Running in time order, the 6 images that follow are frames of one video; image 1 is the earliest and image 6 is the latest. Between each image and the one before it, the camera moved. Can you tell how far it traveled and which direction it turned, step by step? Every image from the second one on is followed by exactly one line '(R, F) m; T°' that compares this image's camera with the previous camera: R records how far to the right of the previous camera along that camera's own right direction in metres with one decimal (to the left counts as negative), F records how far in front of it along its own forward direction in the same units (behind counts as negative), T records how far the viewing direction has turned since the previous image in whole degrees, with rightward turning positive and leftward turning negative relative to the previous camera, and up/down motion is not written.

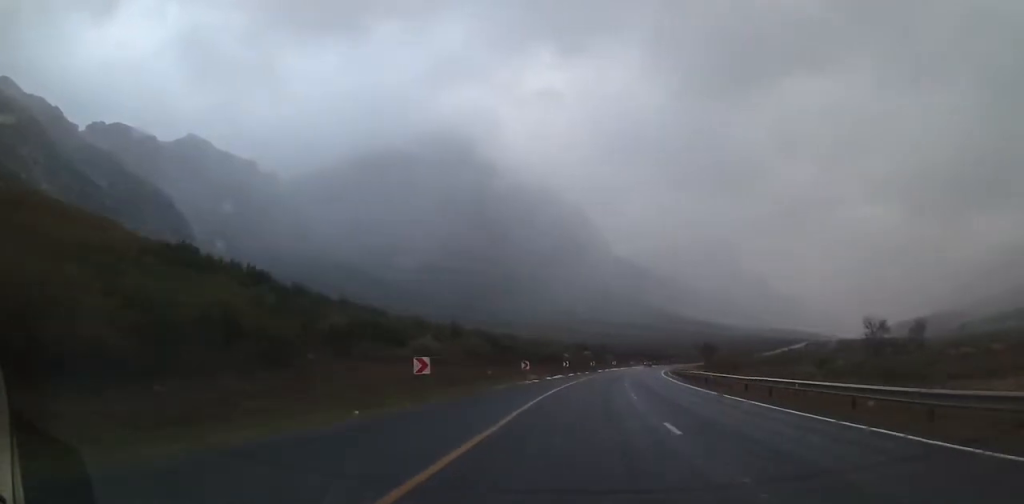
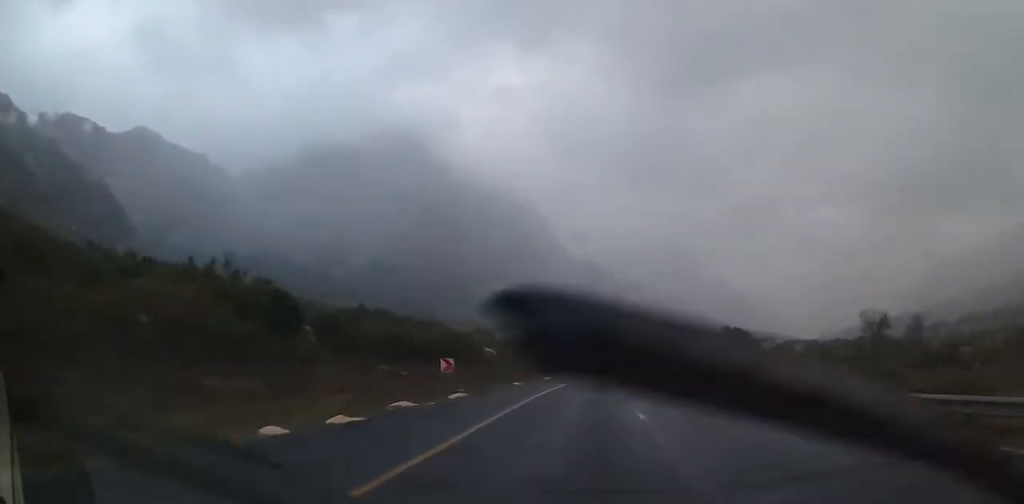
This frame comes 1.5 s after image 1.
(0.0, +44.4) m; 0°
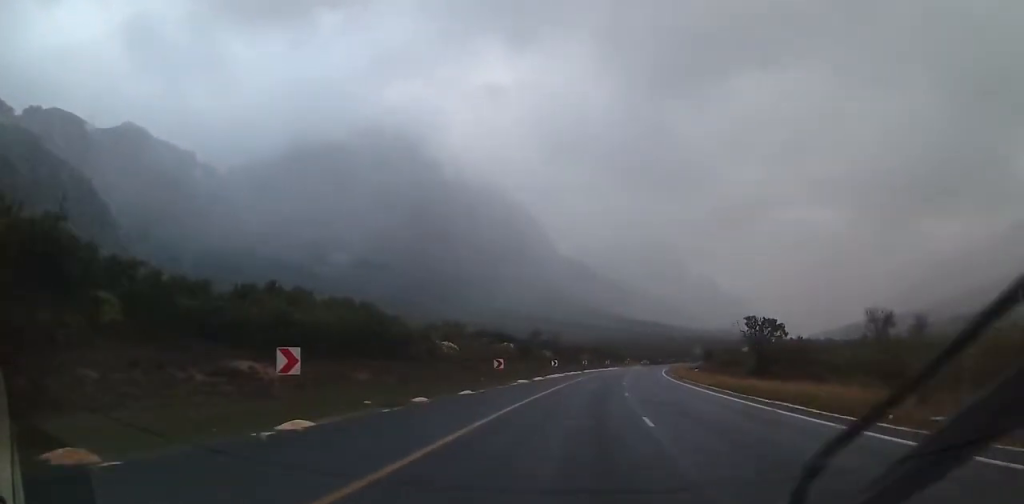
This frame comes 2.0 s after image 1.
(0.0, +13.8) m; 0°
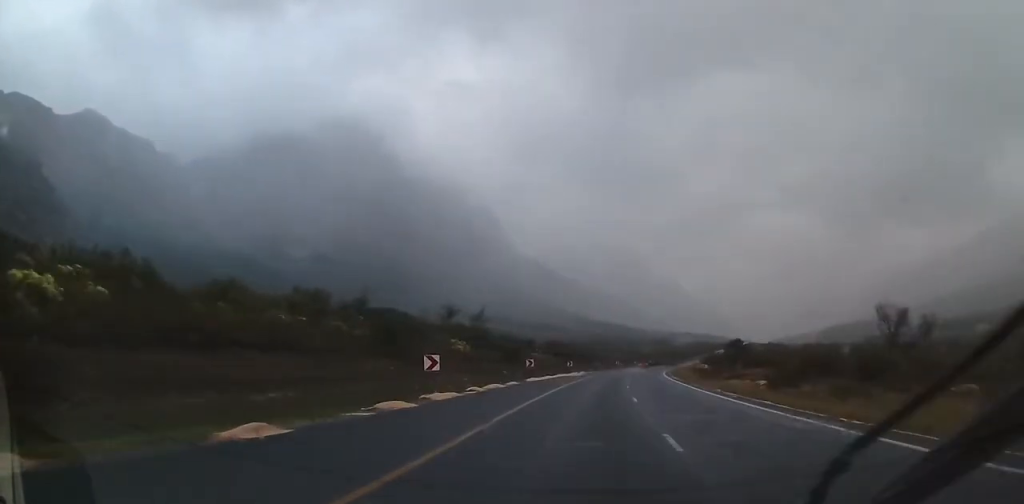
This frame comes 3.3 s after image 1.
(+0.1, +39.4) m; +4°
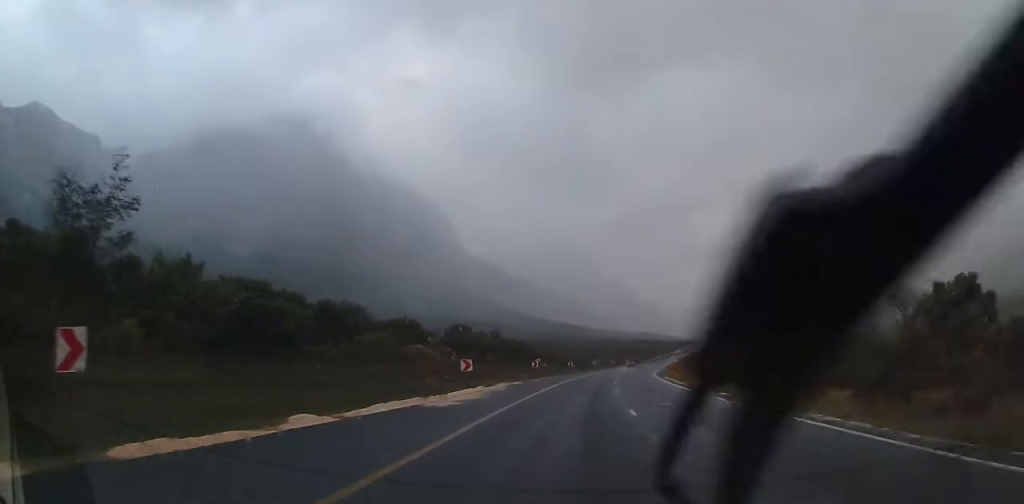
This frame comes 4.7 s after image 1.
(+5.0, +39.6) m; +16°
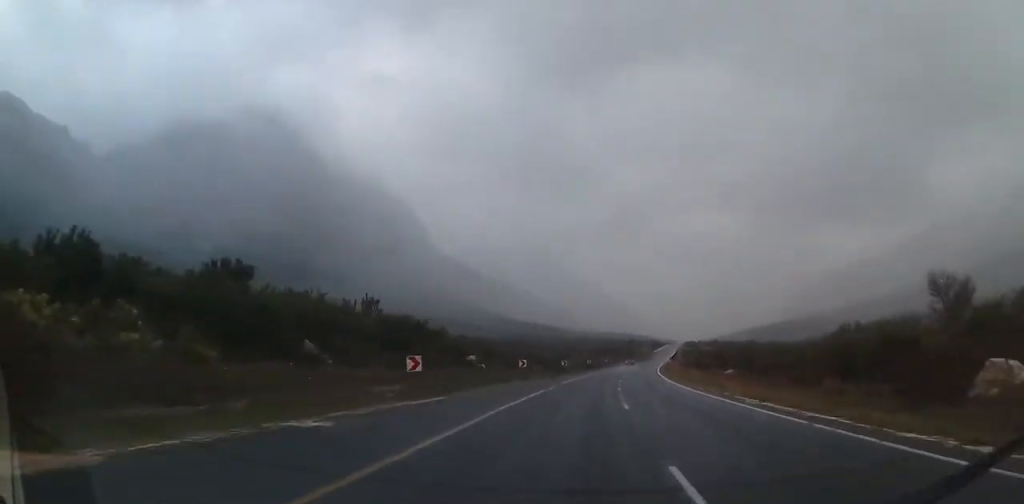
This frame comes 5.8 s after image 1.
(+2.9, +32.9) m; +6°
